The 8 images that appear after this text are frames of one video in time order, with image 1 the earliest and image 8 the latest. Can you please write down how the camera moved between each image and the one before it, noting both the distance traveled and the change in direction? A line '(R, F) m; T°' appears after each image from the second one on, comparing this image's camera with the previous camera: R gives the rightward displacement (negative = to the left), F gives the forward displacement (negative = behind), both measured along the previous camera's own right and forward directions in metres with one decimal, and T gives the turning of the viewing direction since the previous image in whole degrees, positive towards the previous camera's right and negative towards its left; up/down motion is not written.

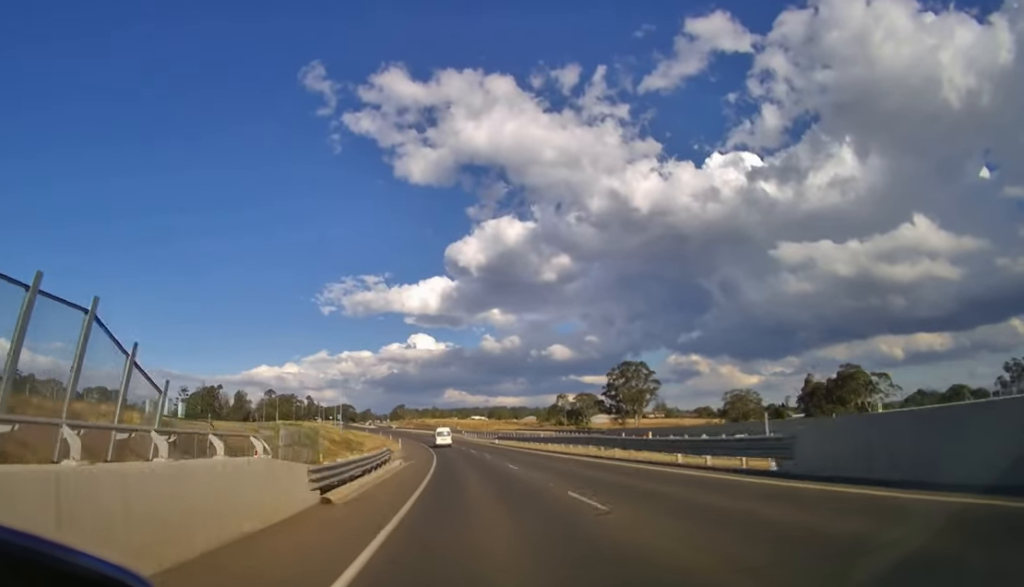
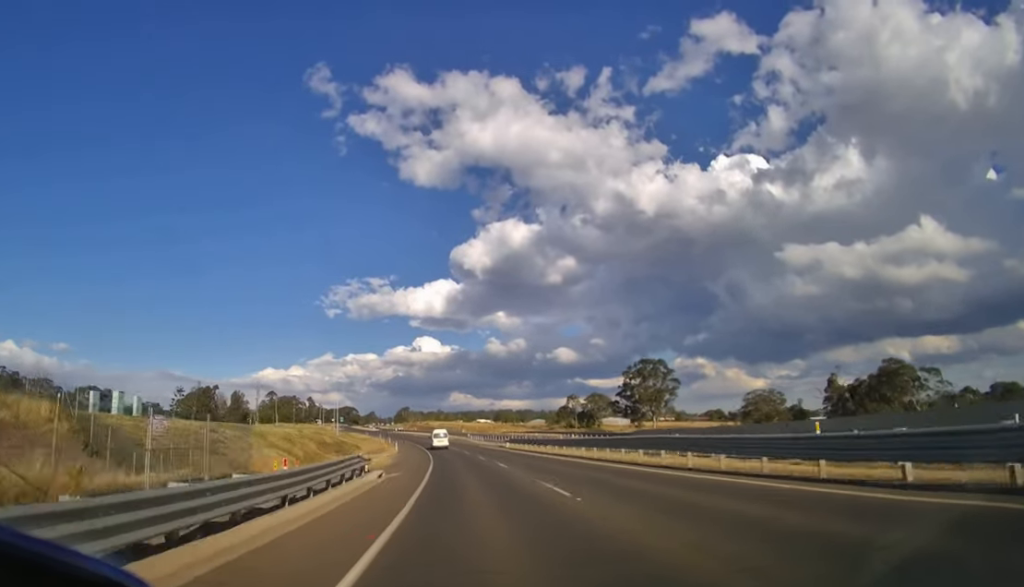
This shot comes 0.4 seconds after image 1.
(0.0, +9.3) m; -1°
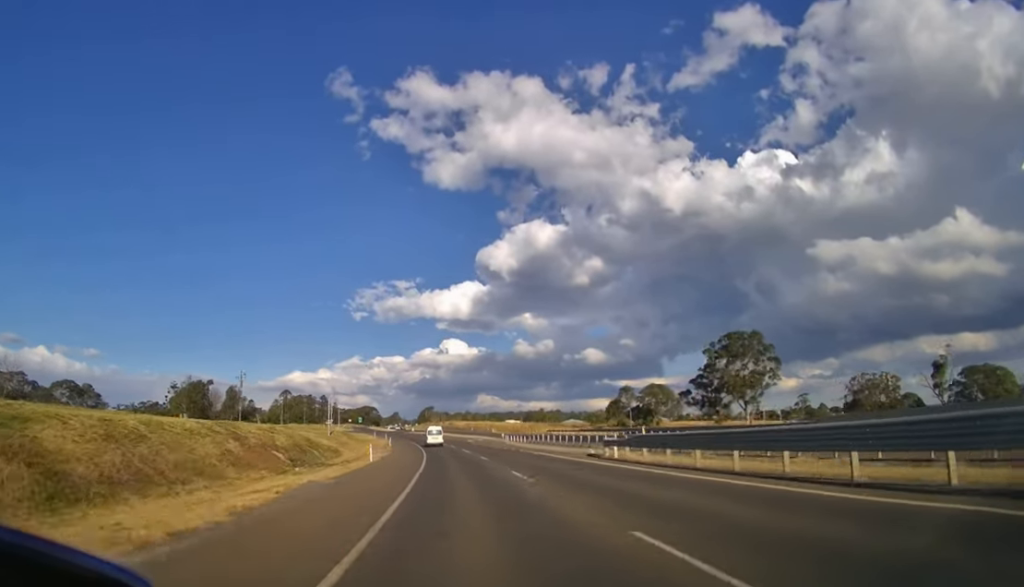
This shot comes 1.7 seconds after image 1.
(-0.9, +30.9) m; -3°
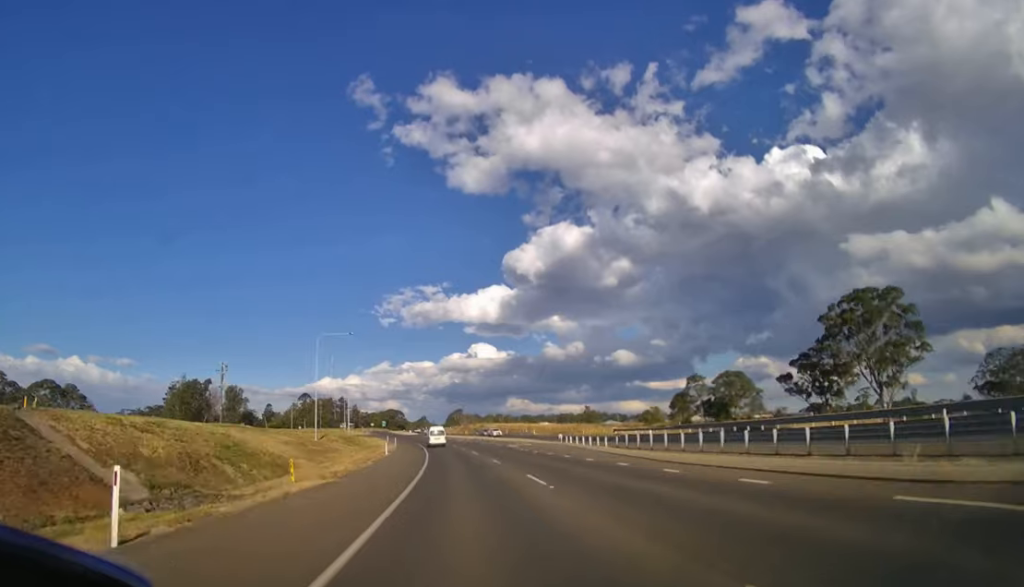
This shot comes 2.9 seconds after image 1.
(-0.7, +27.2) m; -3°
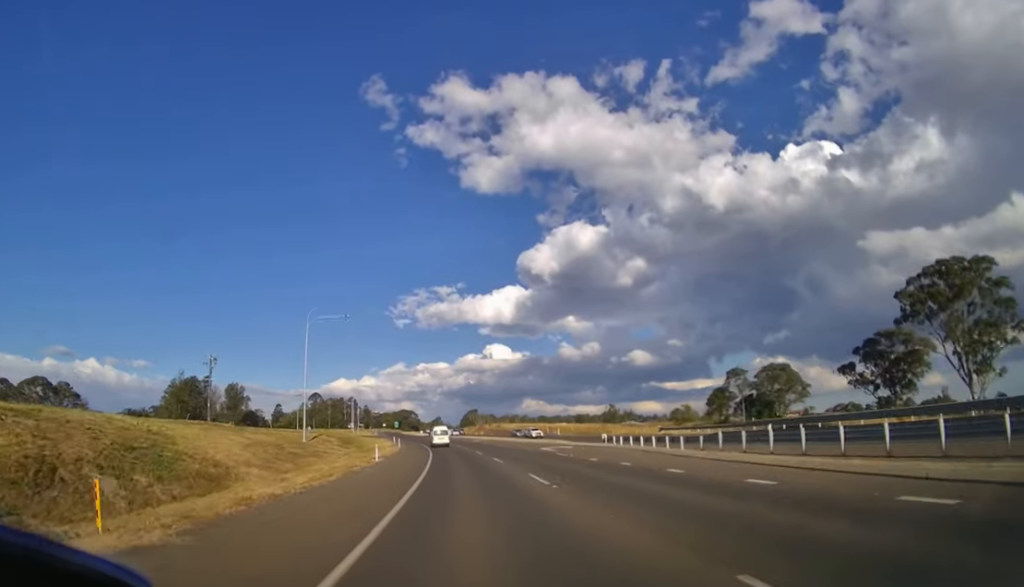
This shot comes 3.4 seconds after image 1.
(-0.1, +12.6) m; -2°
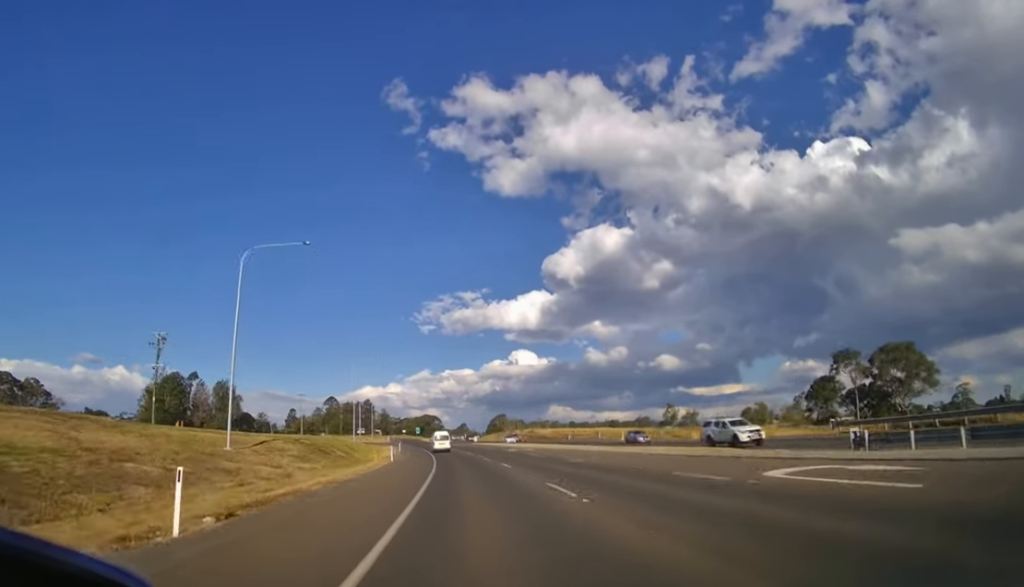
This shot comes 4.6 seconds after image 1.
(-0.8, +27.4) m; -3°
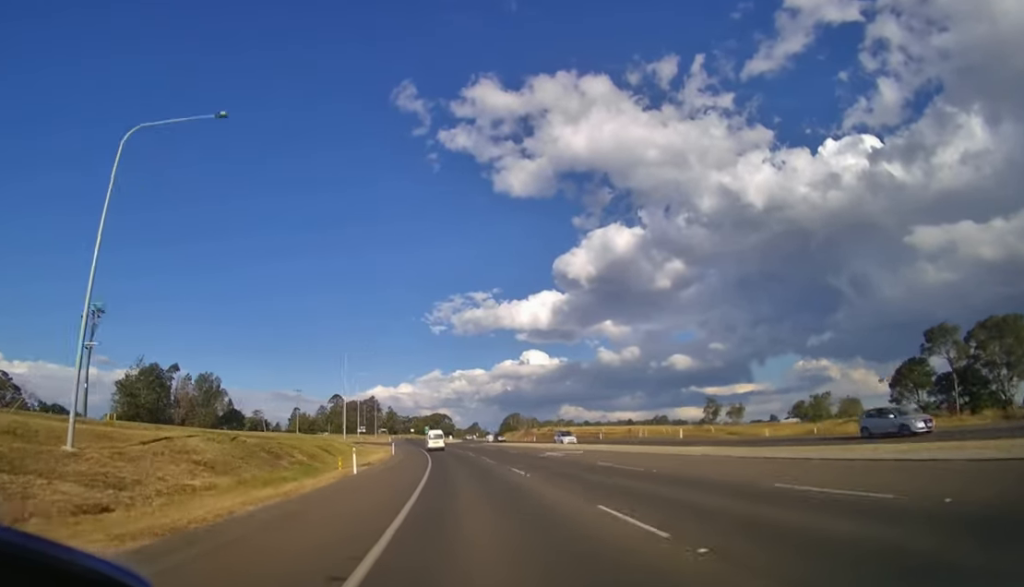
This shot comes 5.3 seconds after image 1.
(-0.5, +19.5) m; -2°
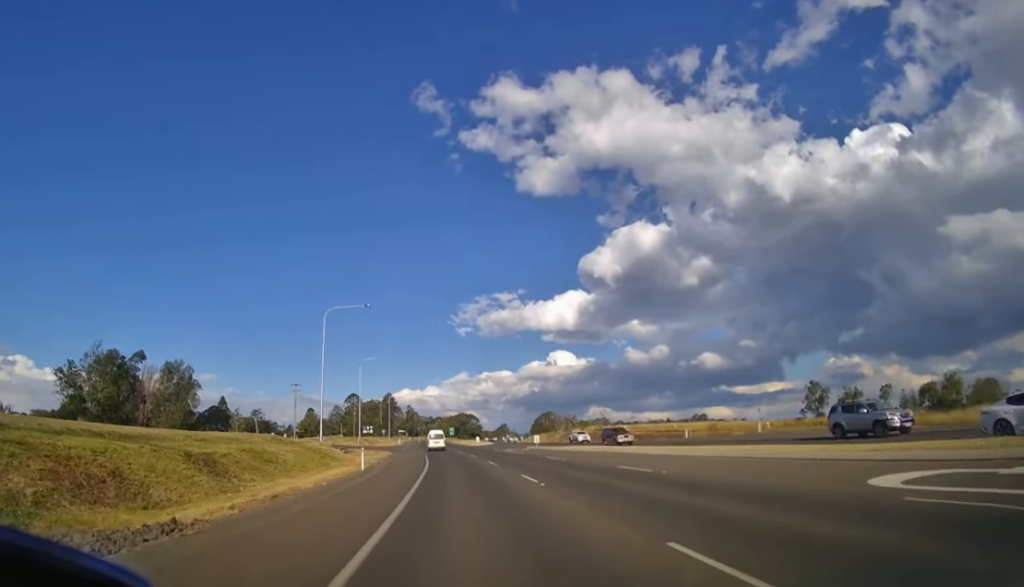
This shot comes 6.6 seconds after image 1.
(-0.5, +27.7) m; -3°
